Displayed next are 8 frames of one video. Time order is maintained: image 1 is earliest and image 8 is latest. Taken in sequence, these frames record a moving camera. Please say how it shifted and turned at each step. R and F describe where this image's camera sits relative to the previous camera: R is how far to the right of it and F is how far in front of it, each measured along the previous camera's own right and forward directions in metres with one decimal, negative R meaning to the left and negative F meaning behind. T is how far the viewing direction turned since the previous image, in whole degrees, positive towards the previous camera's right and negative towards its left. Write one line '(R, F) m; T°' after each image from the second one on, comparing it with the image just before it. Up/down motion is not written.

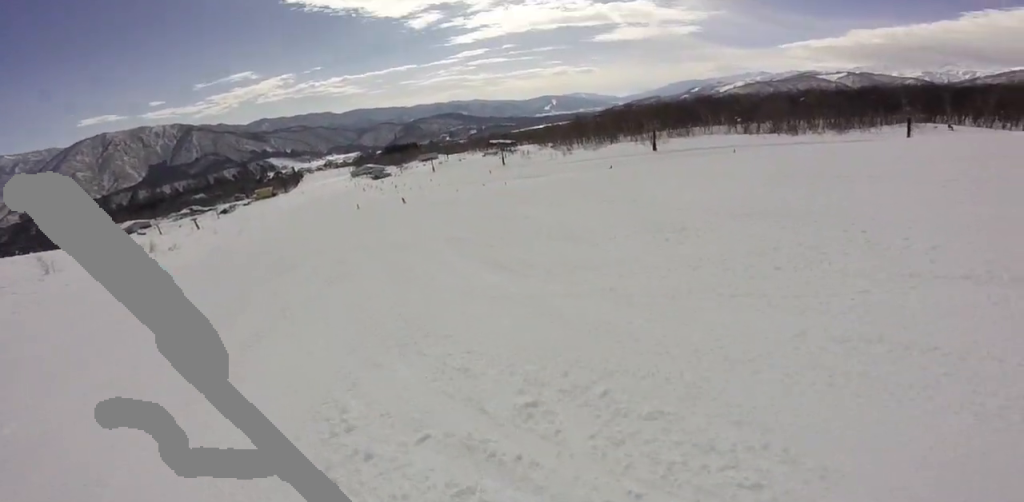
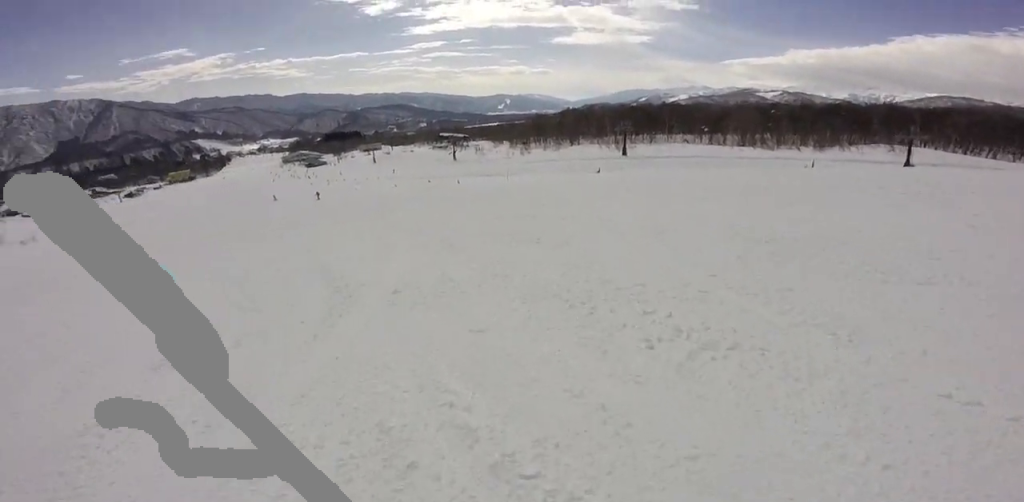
(-1.3, +14.6) m; -9°
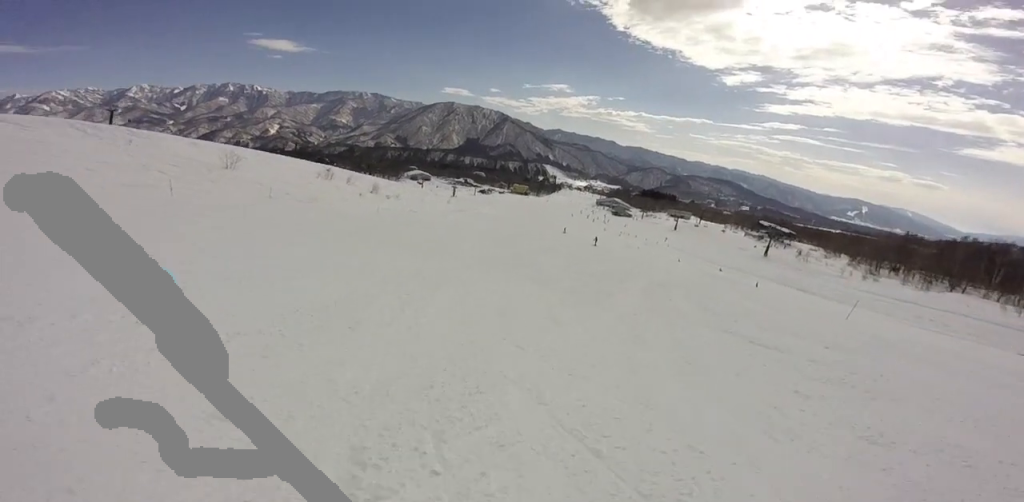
(-1.3, +9.1) m; -29°
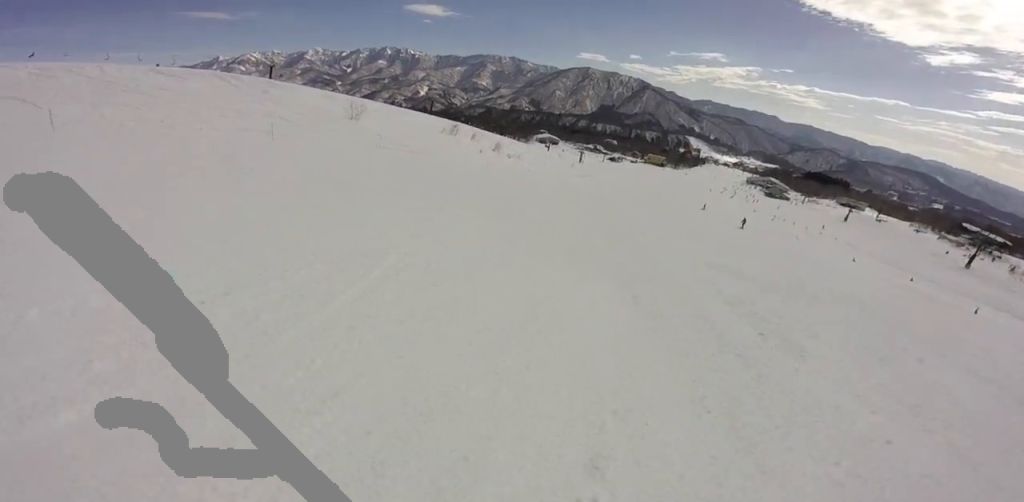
(-1.0, +5.0) m; -24°
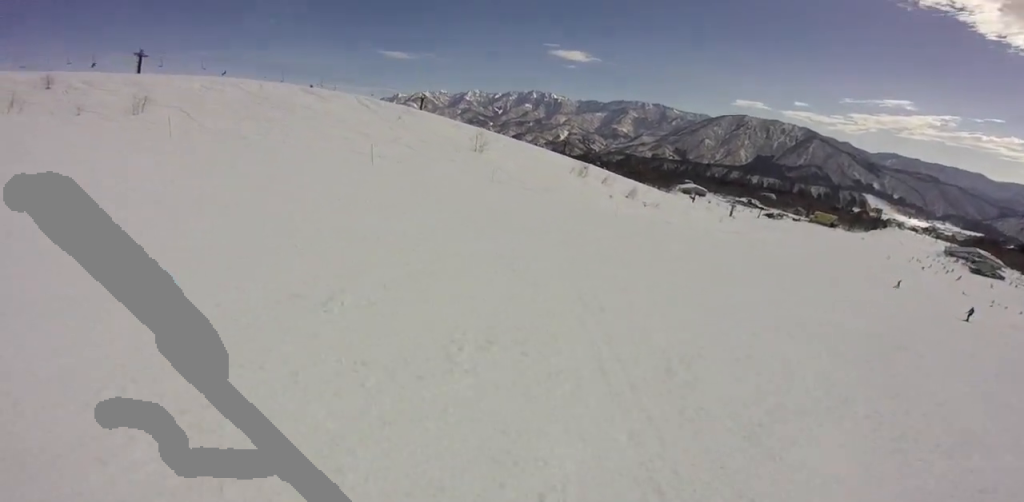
(-1.5, +6.7) m; -2°
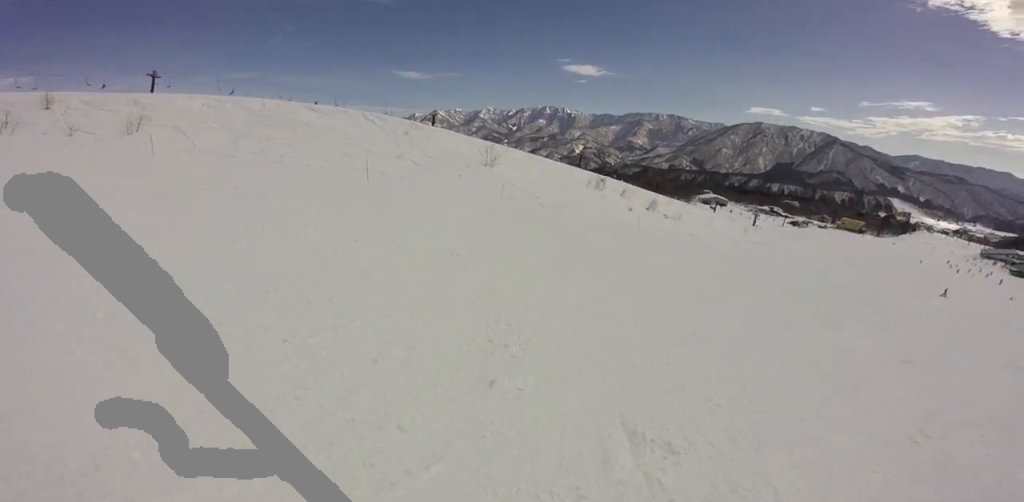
(+0.5, +3.3) m; +8°
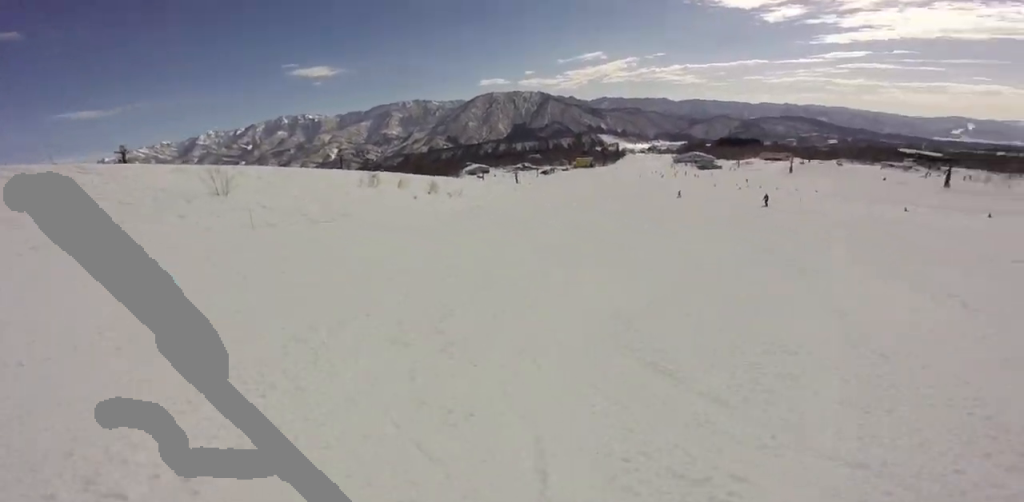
(+0.7, +5.8) m; +15°
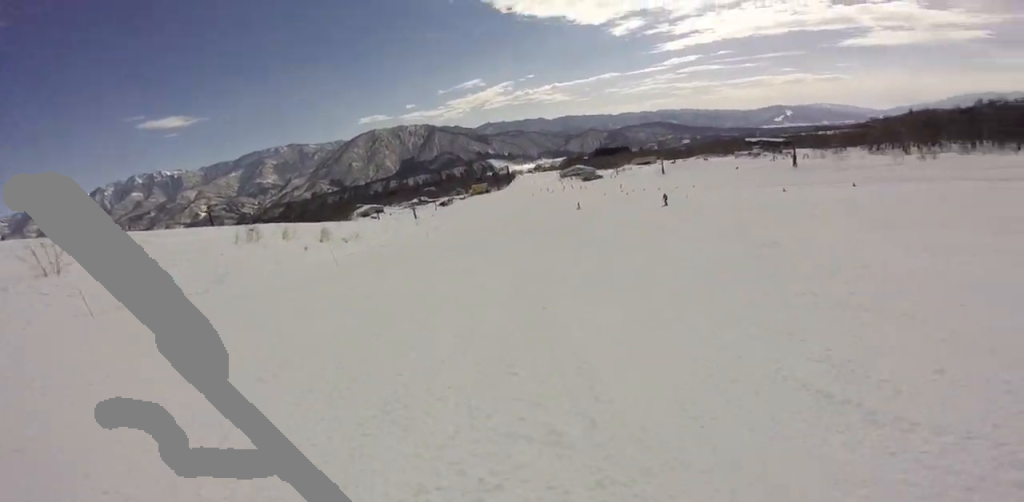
(0.0, +3.8) m; +10°
